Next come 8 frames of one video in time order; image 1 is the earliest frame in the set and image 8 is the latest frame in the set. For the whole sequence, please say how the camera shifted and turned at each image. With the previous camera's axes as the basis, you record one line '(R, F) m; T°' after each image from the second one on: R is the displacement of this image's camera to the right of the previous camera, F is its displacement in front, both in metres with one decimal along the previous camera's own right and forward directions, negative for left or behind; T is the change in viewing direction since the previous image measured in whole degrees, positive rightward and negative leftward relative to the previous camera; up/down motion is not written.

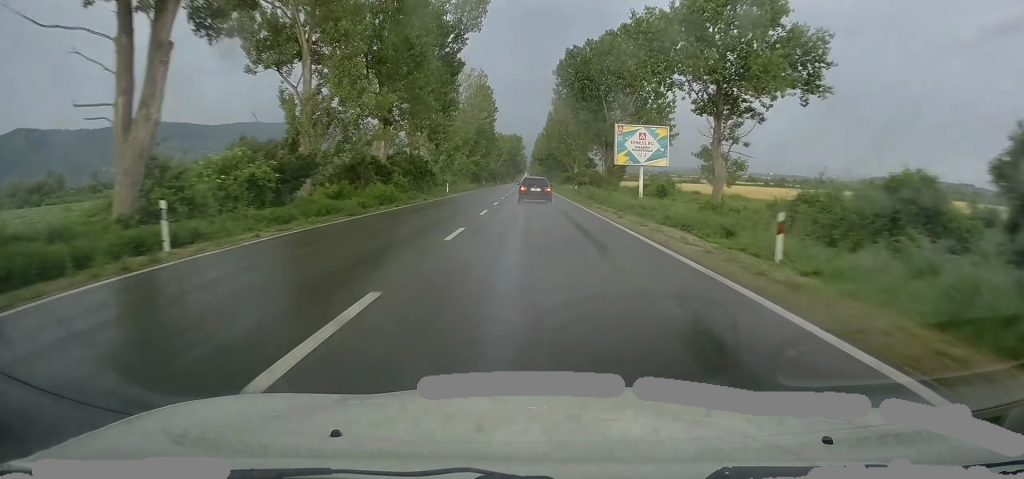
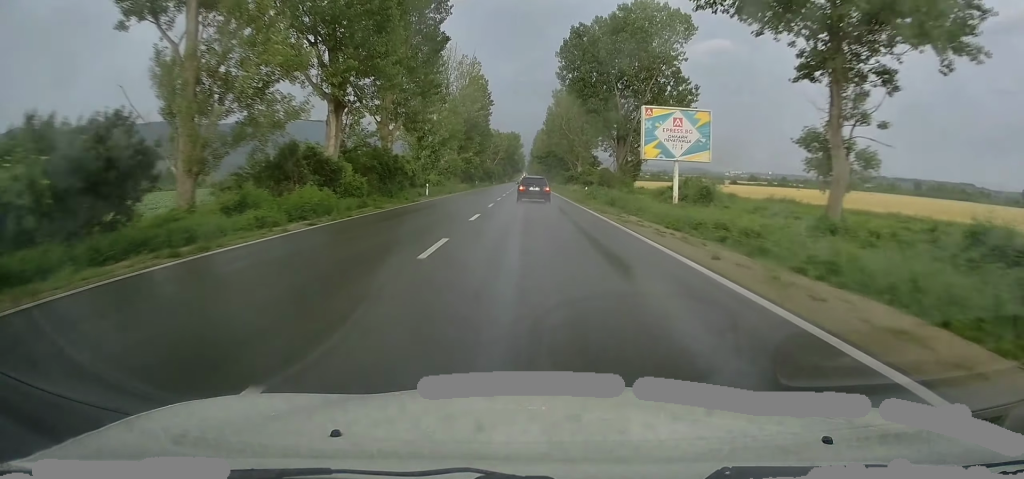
(+0.2, +12.0) m; 0°
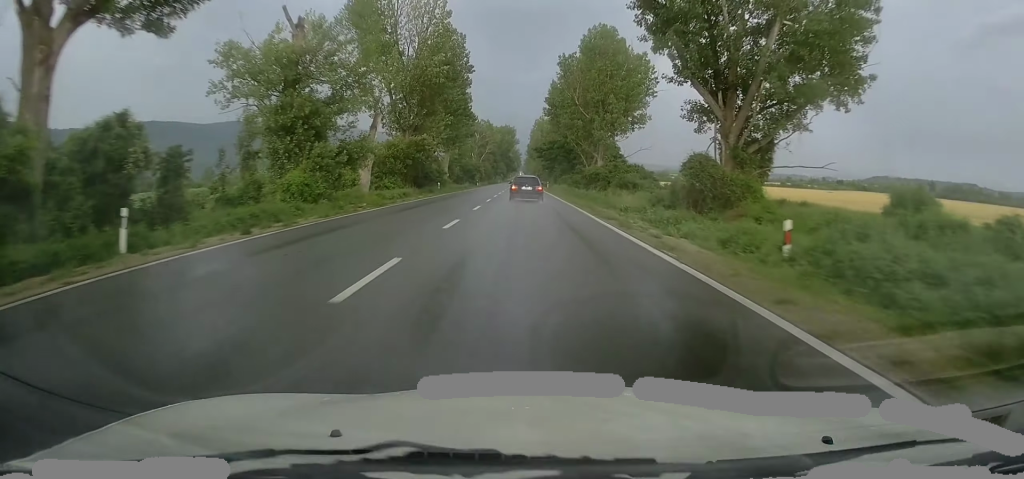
(-0.5, +39.0) m; -1°
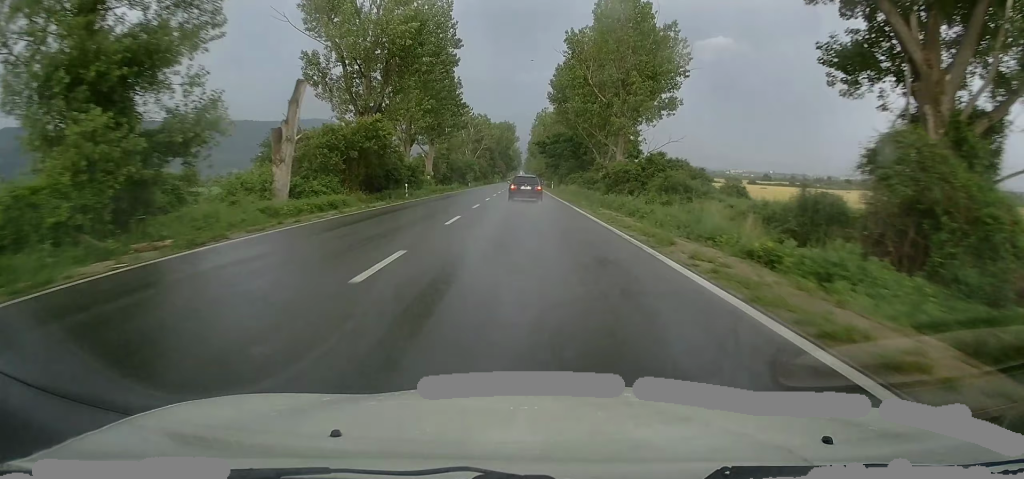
(-0.1, +16.6) m; +1°
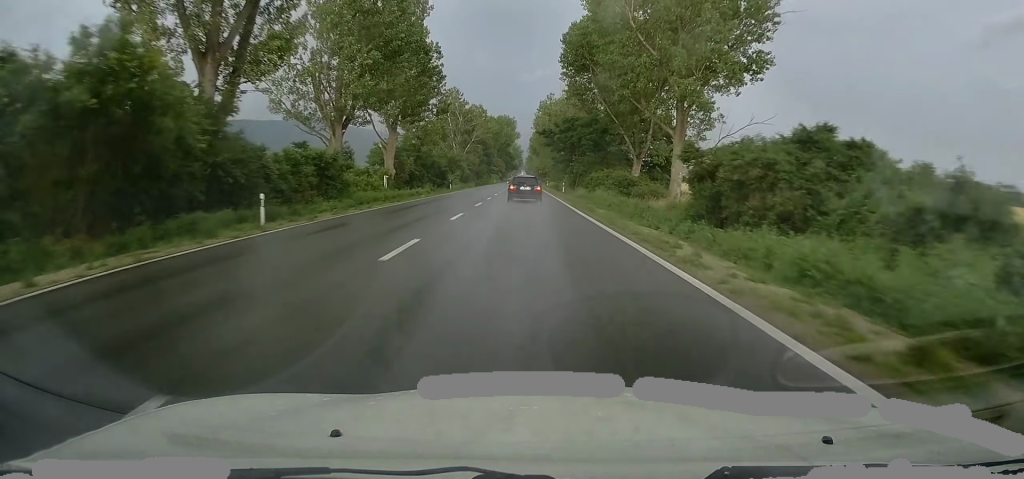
(+0.4, +24.6) m; 0°
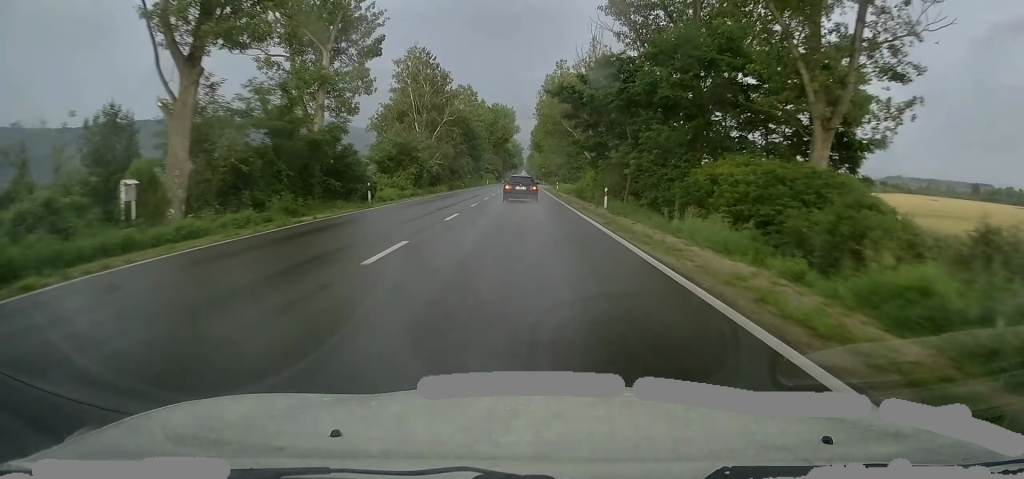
(-0.6, +36.1) m; -1°
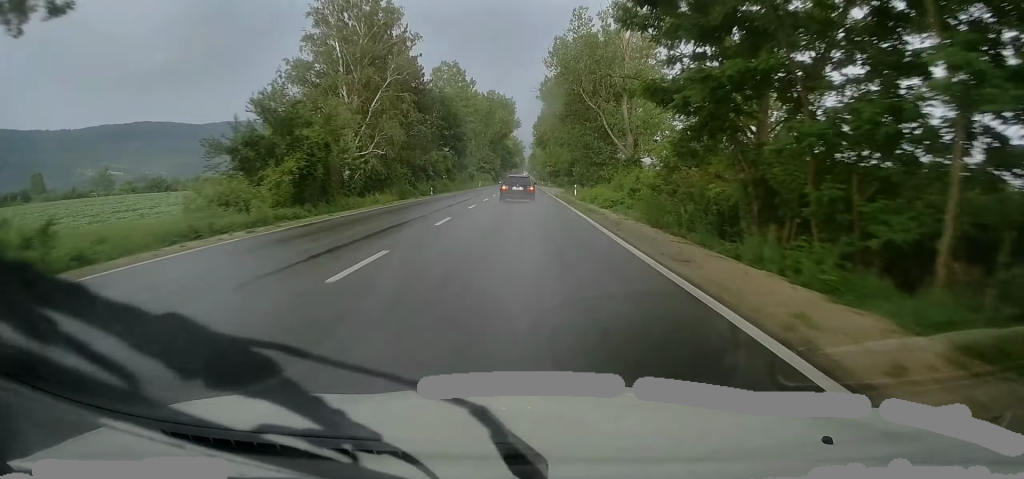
(0.0, +28.2) m; +1°
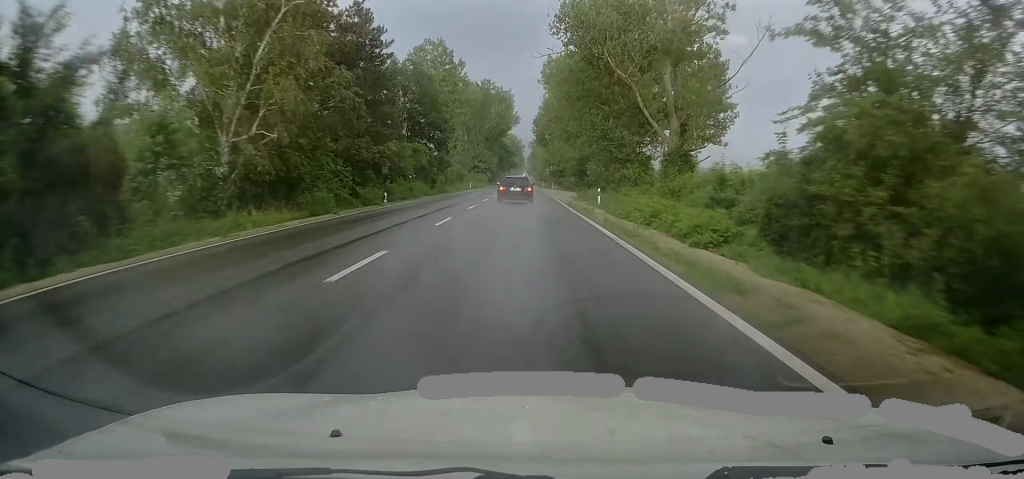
(+0.2, +17.7) m; 0°
